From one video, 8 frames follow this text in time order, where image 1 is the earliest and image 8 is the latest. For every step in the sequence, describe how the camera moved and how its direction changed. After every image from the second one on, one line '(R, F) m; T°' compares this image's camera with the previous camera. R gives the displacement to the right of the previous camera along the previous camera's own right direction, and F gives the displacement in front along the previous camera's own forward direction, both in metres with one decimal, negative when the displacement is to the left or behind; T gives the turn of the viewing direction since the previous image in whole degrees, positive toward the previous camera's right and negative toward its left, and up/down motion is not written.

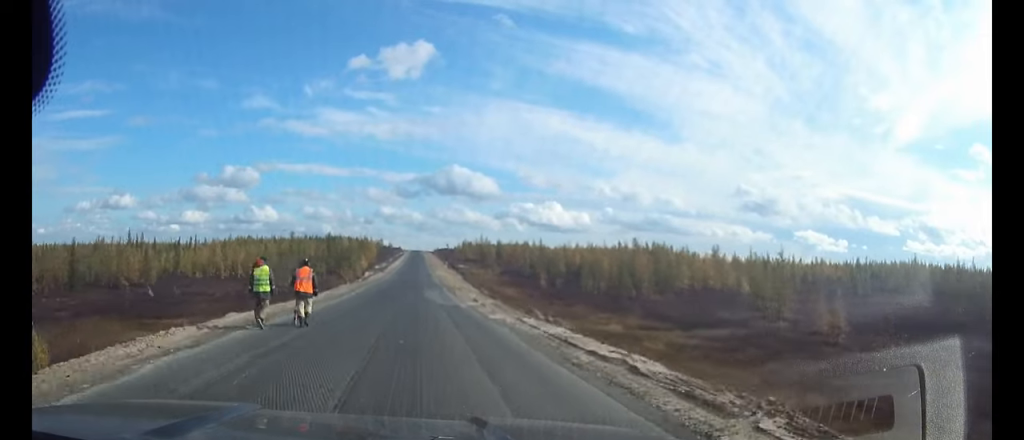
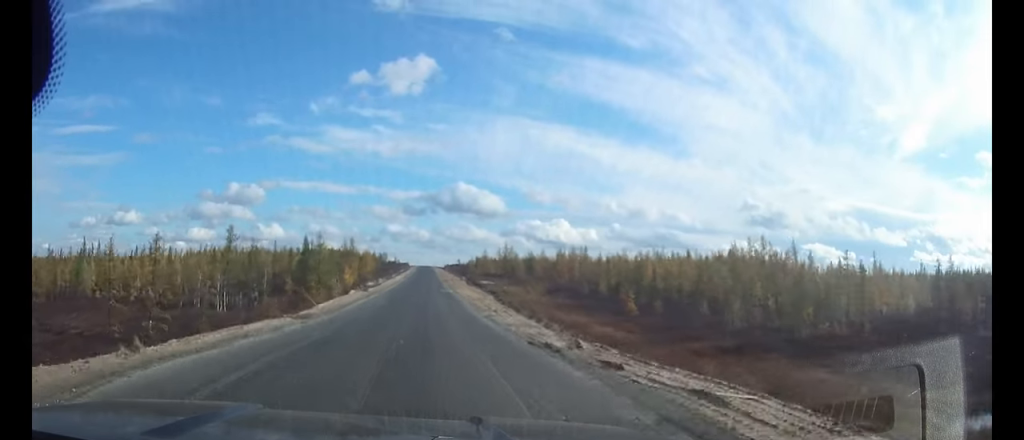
(-0.1, +41.3) m; 0°
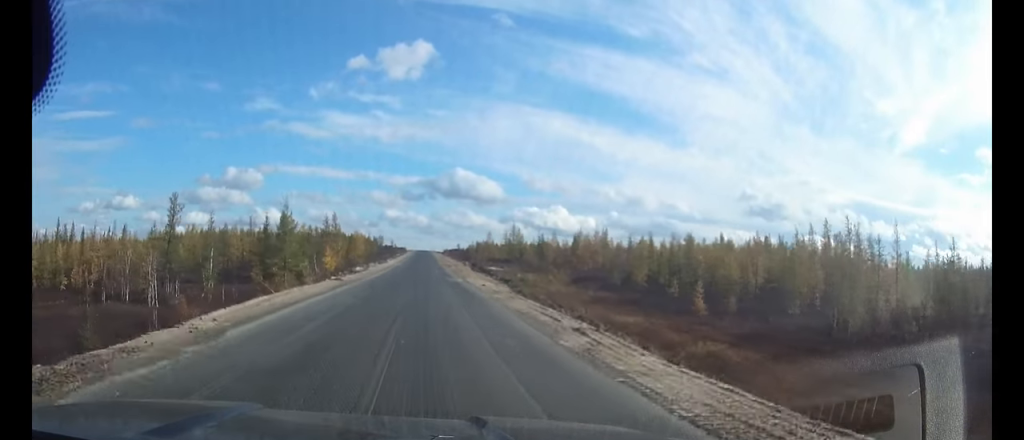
(0.0, +16.8) m; 0°
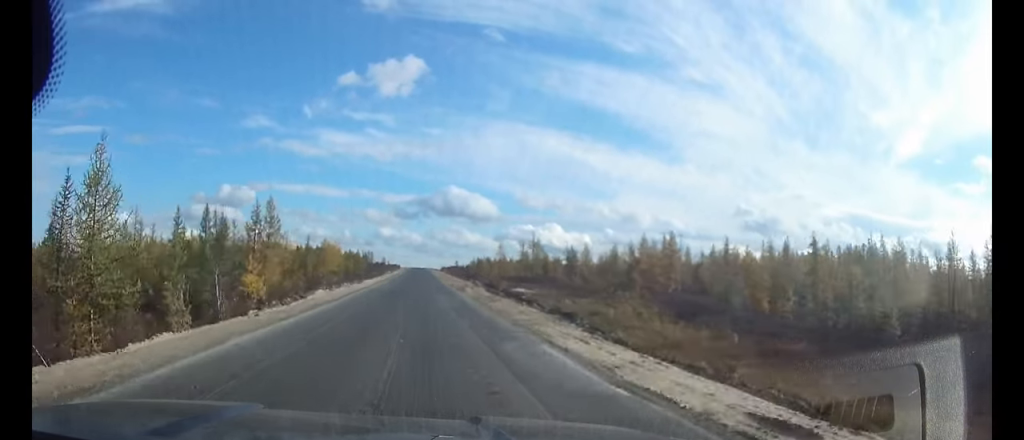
(+0.1, +31.8) m; 0°
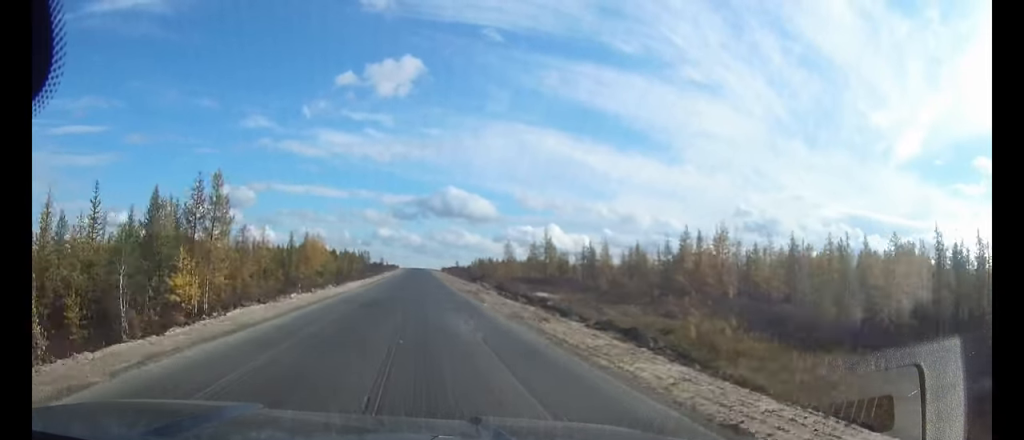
(0.0, +12.6) m; 0°
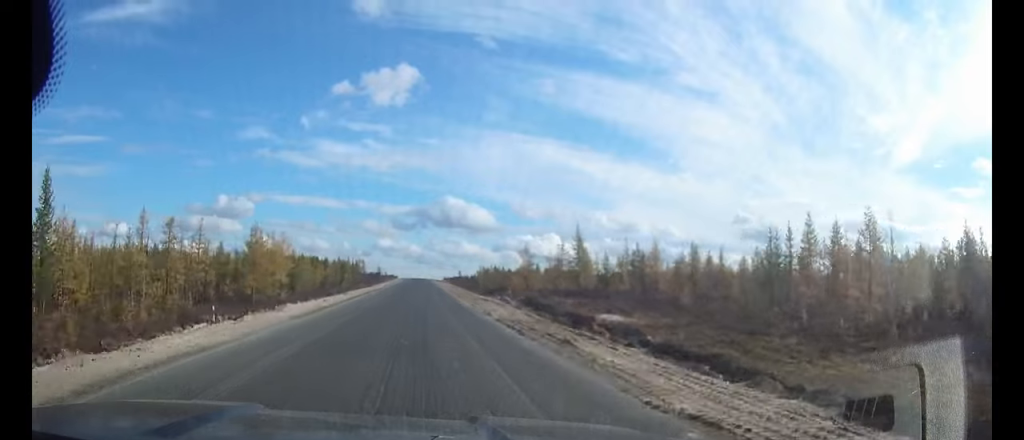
(0.0, +21.9) m; 0°
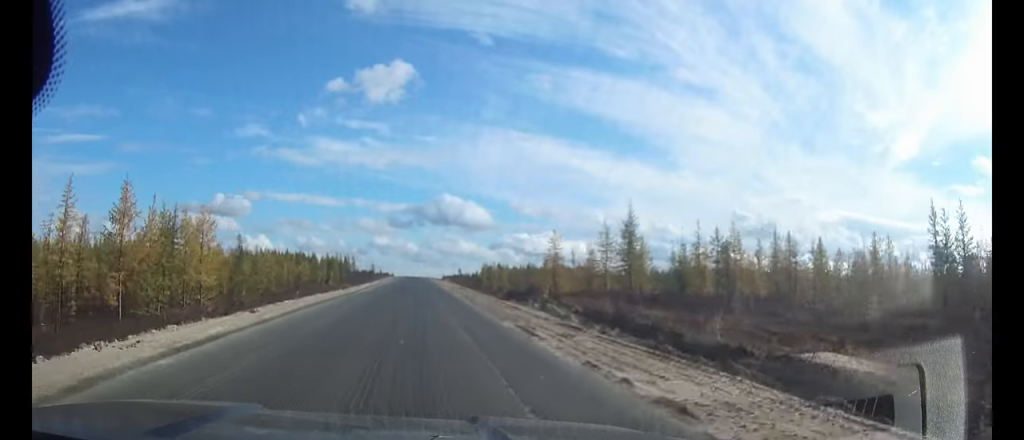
(0.0, +22.2) m; 0°
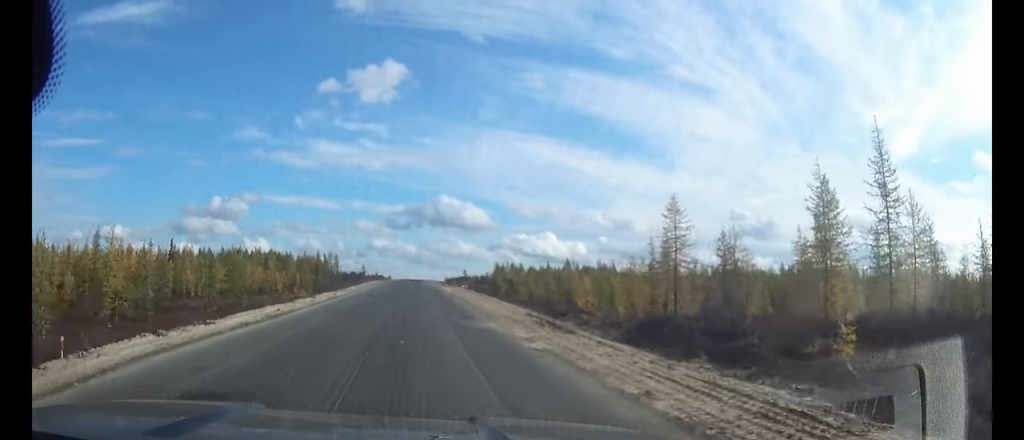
(0.0, +38.1) m; 0°
